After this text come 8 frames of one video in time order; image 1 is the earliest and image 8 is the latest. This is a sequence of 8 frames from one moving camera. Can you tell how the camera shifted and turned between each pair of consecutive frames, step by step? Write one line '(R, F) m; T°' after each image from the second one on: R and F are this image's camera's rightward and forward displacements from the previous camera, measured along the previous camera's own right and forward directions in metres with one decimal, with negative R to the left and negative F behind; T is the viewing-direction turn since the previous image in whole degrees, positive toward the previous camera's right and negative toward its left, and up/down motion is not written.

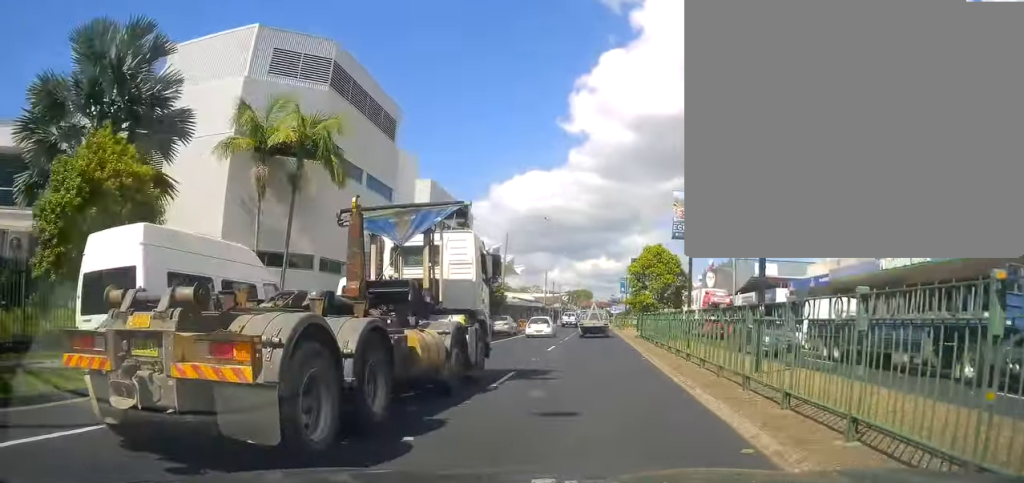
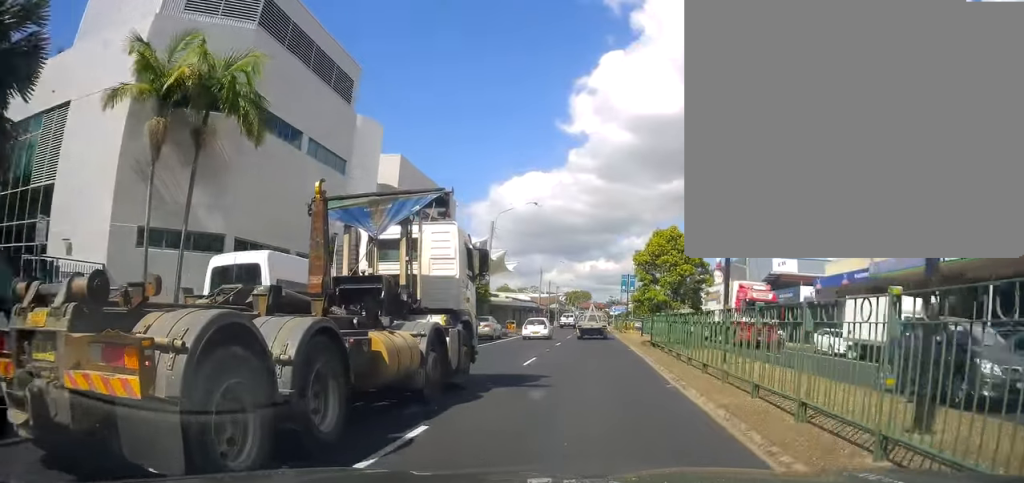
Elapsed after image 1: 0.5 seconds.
(+0.1, +6.9) m; 0°
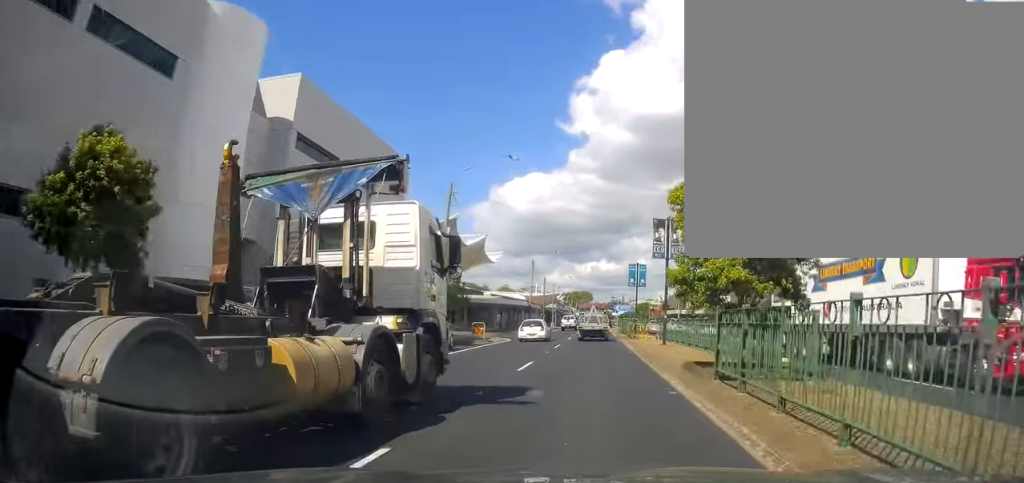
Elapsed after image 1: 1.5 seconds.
(+0.1, +13.7) m; -2°
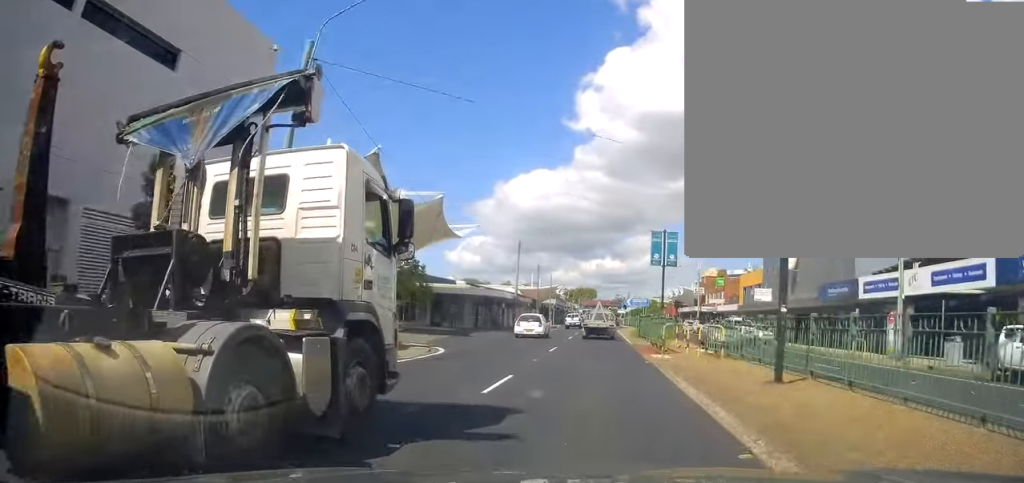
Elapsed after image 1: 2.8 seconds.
(-0.8, +17.5) m; -1°
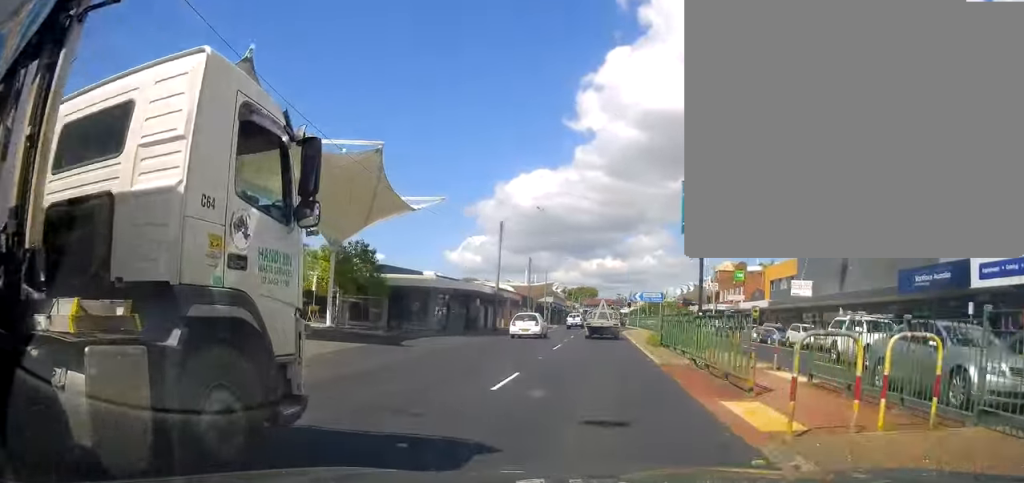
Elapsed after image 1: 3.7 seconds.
(+0.6, +11.7) m; +1°
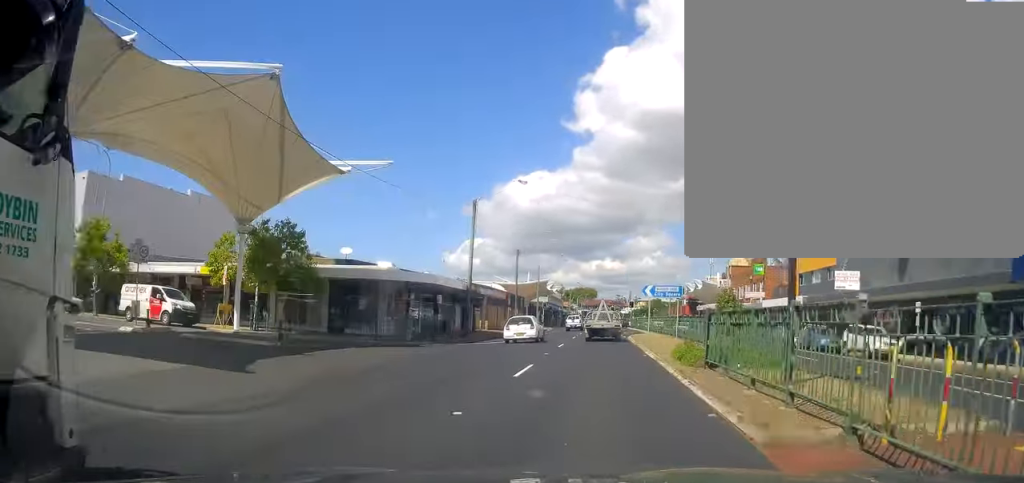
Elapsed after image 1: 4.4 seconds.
(-0.1, +10.1) m; -1°
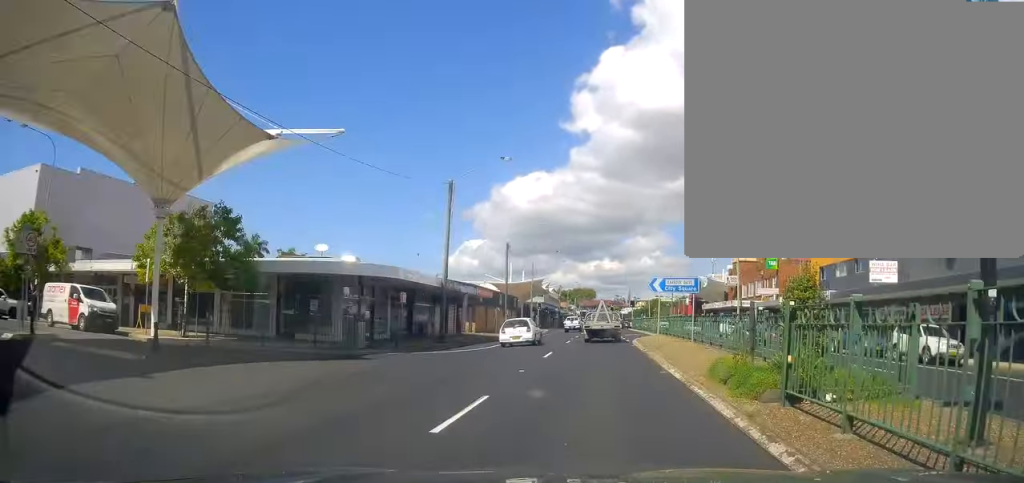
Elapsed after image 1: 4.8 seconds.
(-0.1, +6.0) m; -1°
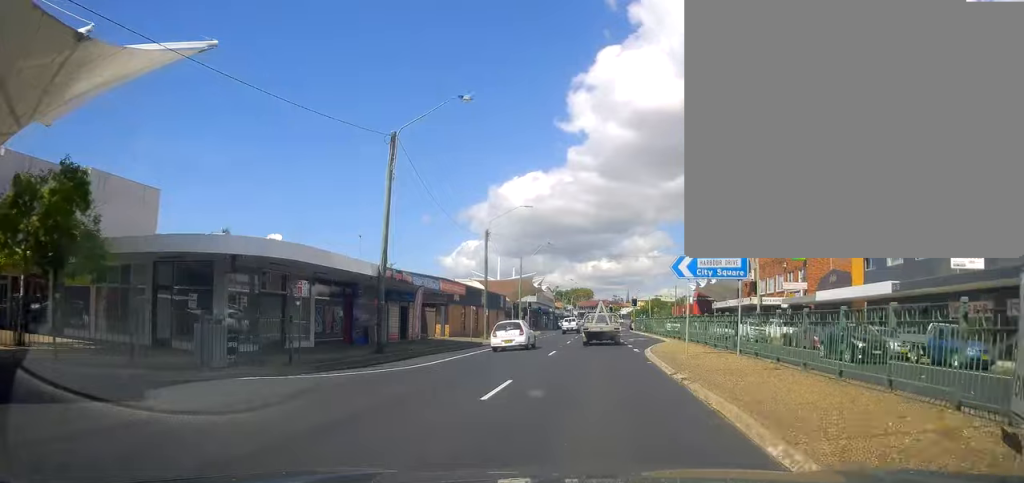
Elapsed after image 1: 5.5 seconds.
(0.0, +9.7) m; +1°
